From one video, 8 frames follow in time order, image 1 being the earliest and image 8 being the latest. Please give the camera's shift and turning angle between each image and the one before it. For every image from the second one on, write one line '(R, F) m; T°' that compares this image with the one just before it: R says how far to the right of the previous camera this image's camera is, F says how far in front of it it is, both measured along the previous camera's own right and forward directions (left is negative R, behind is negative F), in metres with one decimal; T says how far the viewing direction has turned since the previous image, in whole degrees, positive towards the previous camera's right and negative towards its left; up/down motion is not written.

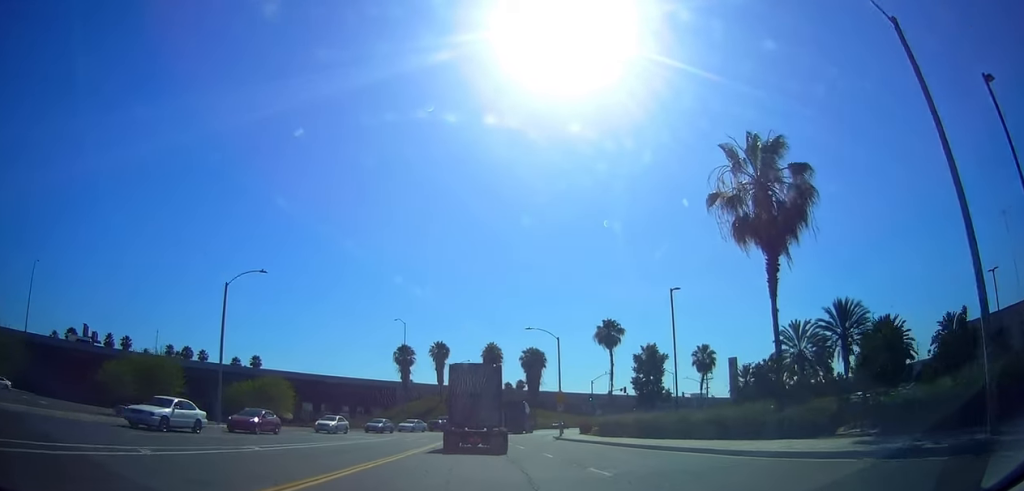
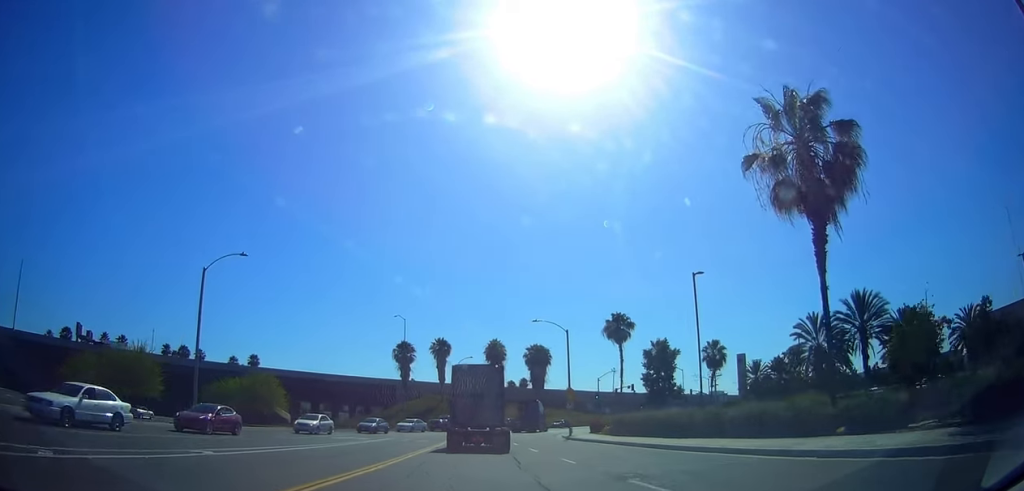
(+0.3, +3.3) m; 0°
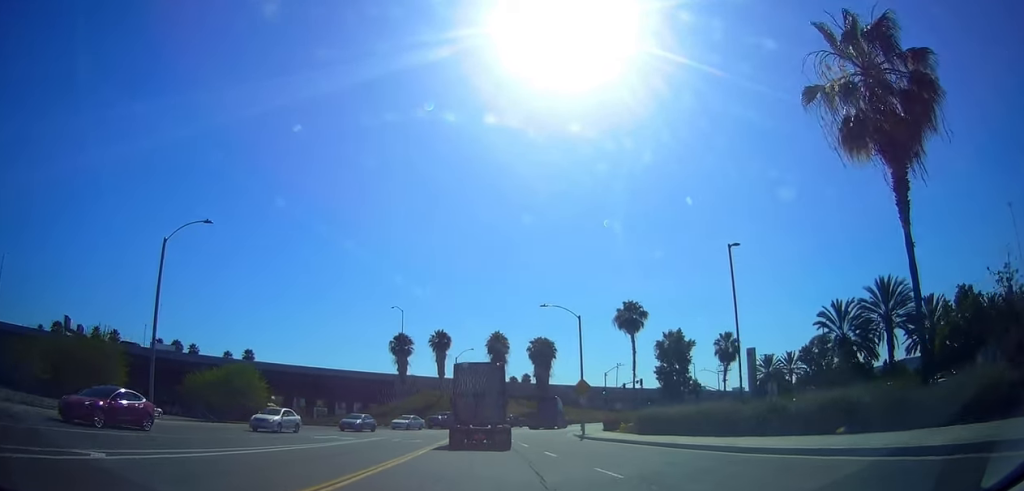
(0.0, +4.6) m; -1°
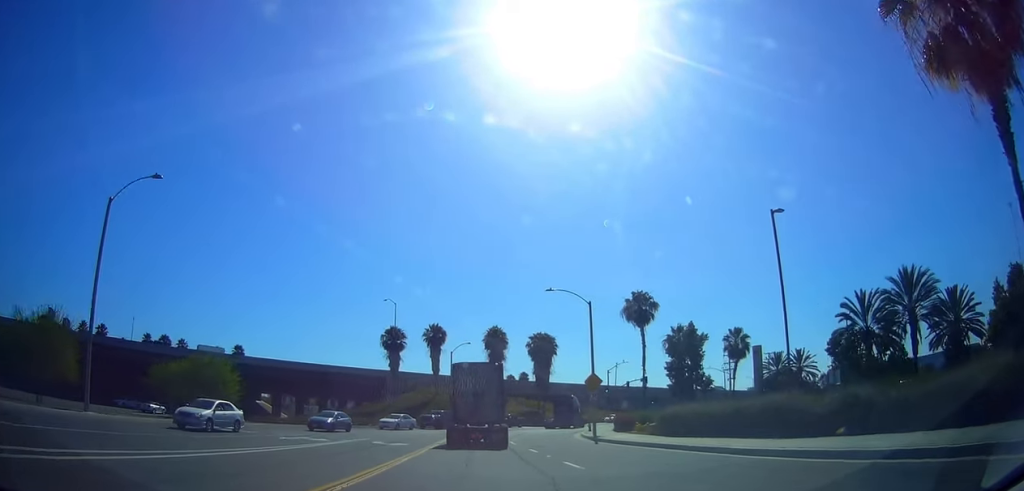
(-0.3, +4.8) m; -3°
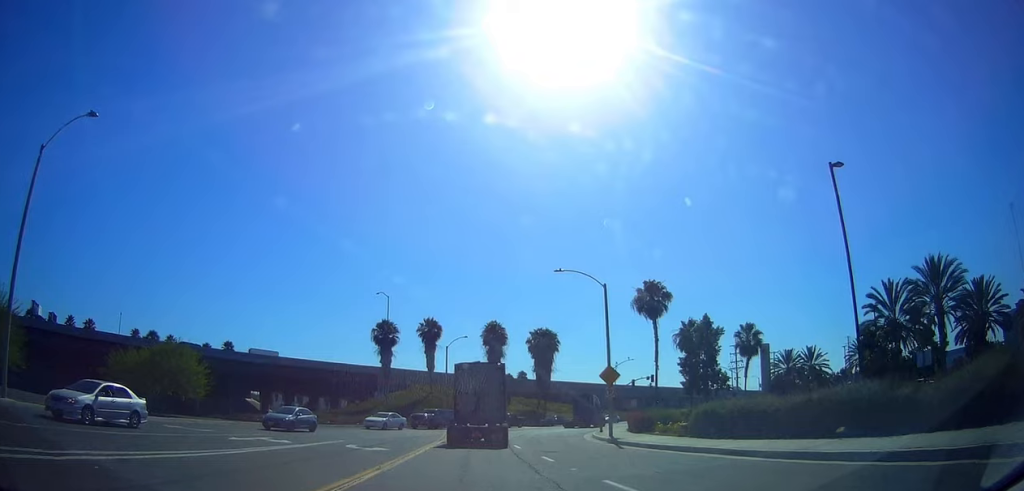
(-0.1, +4.9) m; -1°
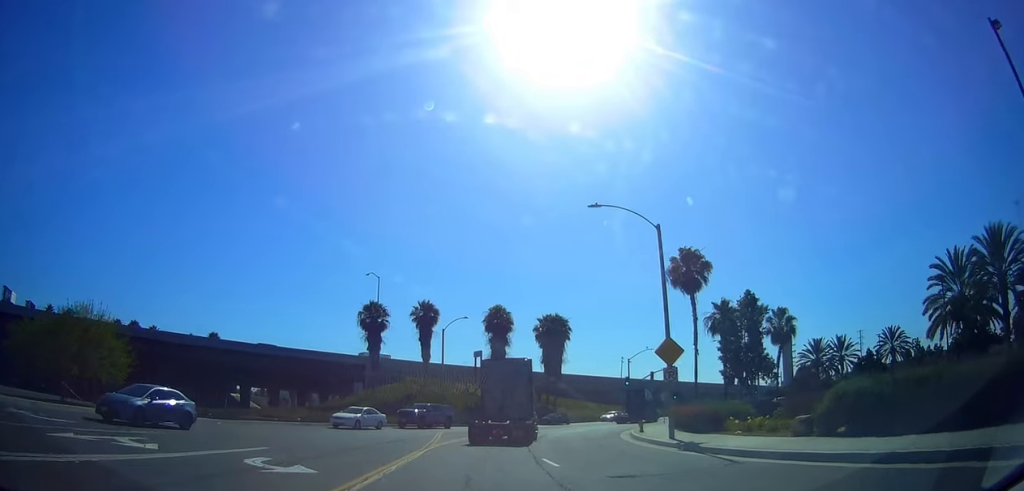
(0.0, +9.3) m; 0°
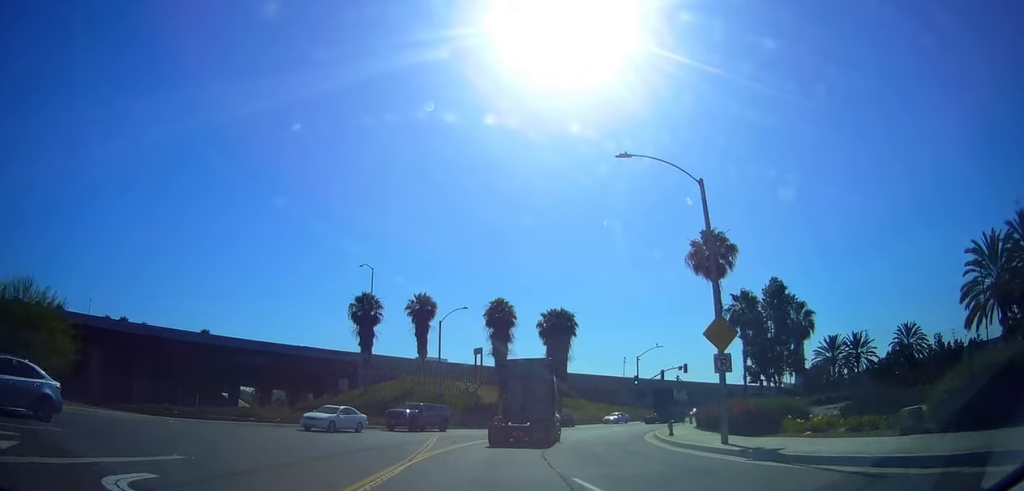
(0.0, +4.7) m; 0°
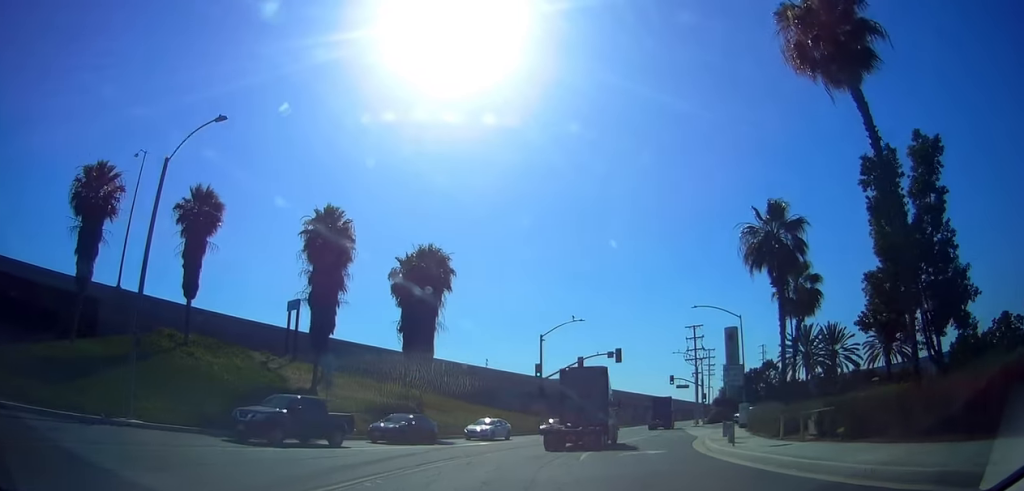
(+3.6, +29.3) m; +11°
